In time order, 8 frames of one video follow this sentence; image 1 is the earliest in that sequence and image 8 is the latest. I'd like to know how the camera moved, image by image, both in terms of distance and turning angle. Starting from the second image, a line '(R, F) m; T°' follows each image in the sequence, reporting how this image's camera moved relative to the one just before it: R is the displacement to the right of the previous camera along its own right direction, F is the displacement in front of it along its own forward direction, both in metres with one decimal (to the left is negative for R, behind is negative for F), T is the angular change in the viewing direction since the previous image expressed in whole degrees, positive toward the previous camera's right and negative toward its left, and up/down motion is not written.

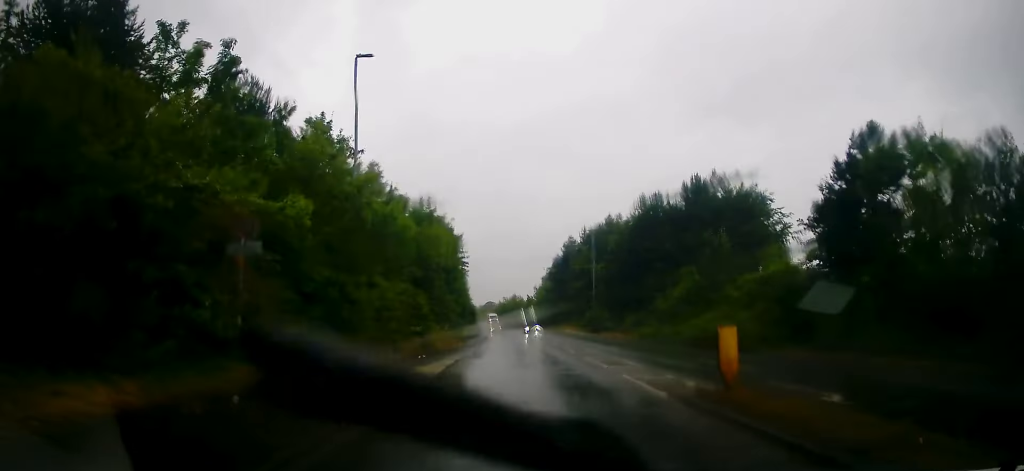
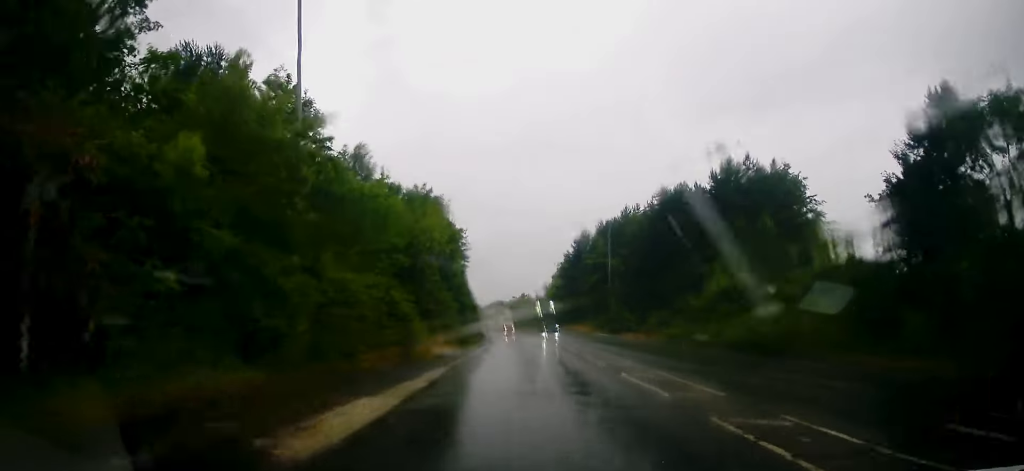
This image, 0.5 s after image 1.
(0.0, +5.8) m; -1°
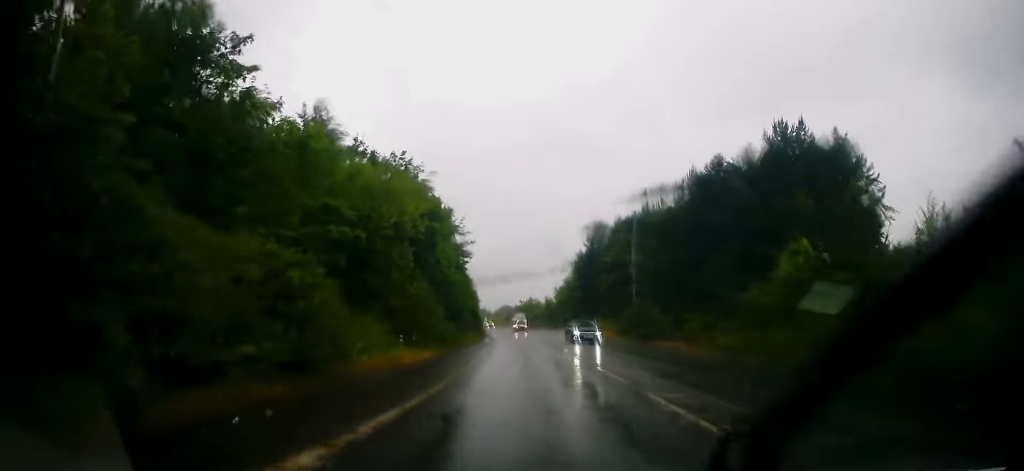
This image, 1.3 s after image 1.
(-0.1, +9.0) m; -2°
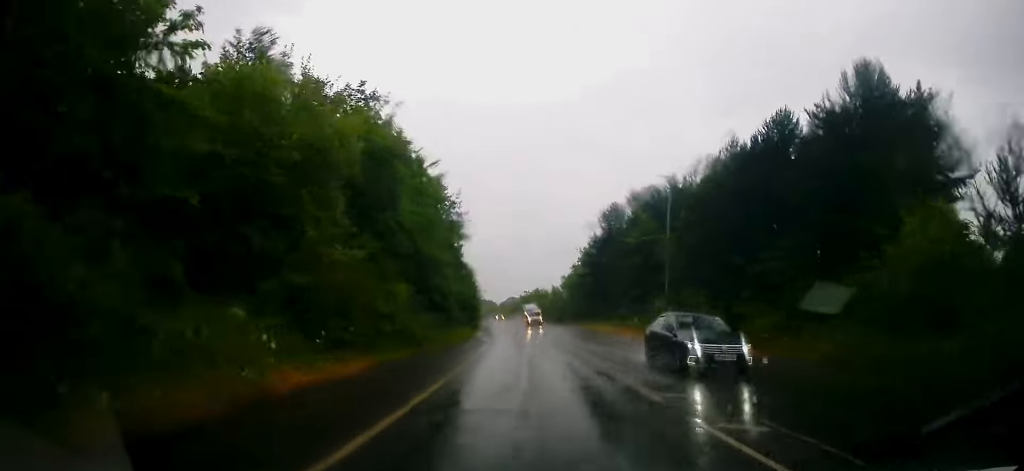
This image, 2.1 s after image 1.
(-0.1, +9.2) m; -2°
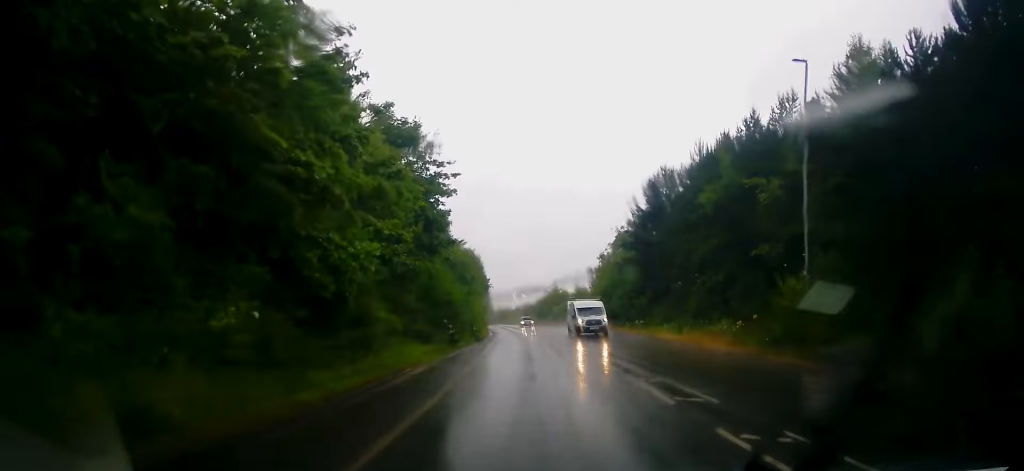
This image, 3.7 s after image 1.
(-0.2, +17.8) m; +1°
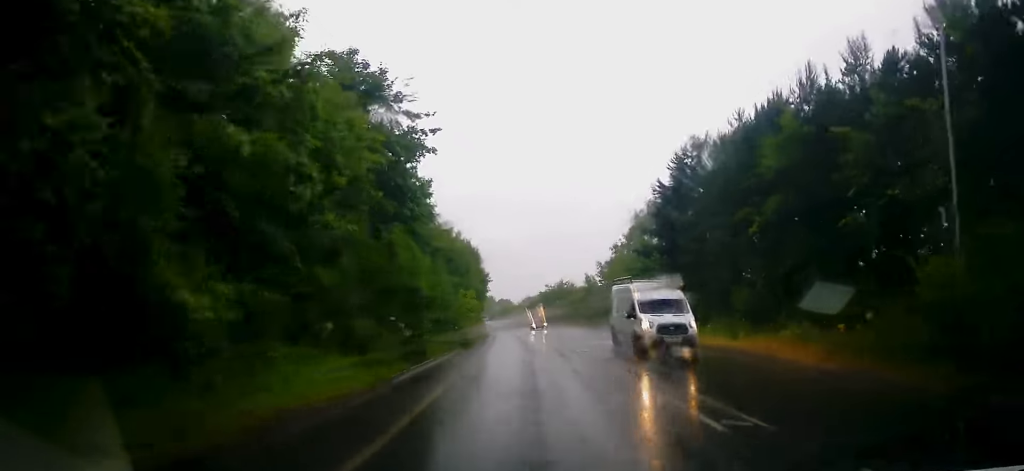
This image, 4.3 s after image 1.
(+0.2, +8.0) m; +1°
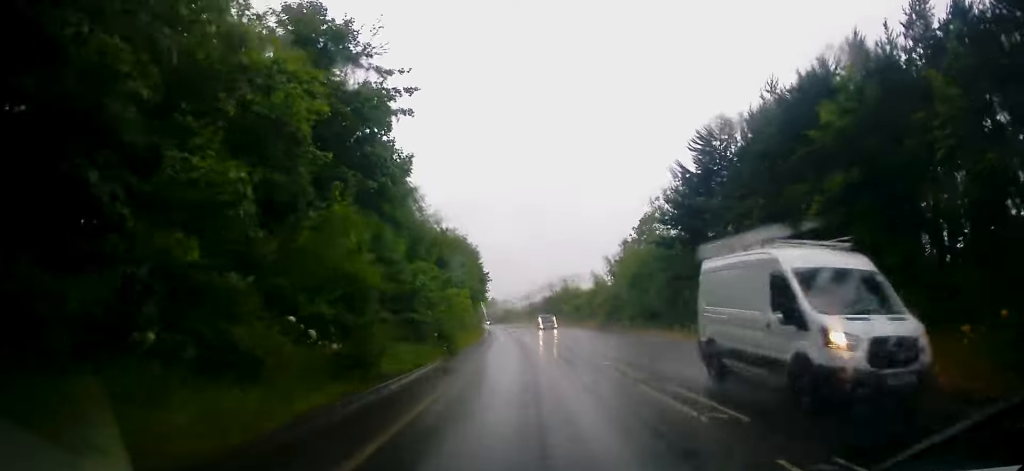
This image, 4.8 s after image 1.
(-0.1, +5.4) m; -1°
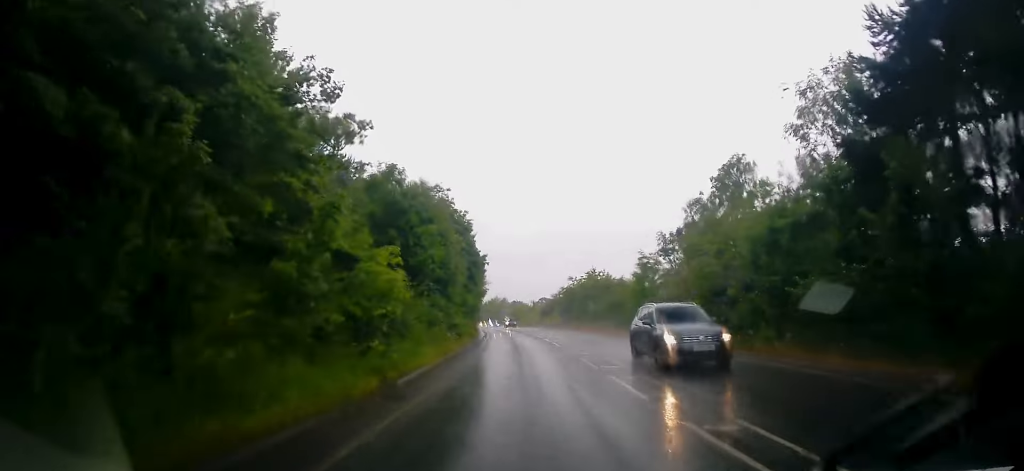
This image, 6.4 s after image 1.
(-1.0, +21.4) m; -5°
